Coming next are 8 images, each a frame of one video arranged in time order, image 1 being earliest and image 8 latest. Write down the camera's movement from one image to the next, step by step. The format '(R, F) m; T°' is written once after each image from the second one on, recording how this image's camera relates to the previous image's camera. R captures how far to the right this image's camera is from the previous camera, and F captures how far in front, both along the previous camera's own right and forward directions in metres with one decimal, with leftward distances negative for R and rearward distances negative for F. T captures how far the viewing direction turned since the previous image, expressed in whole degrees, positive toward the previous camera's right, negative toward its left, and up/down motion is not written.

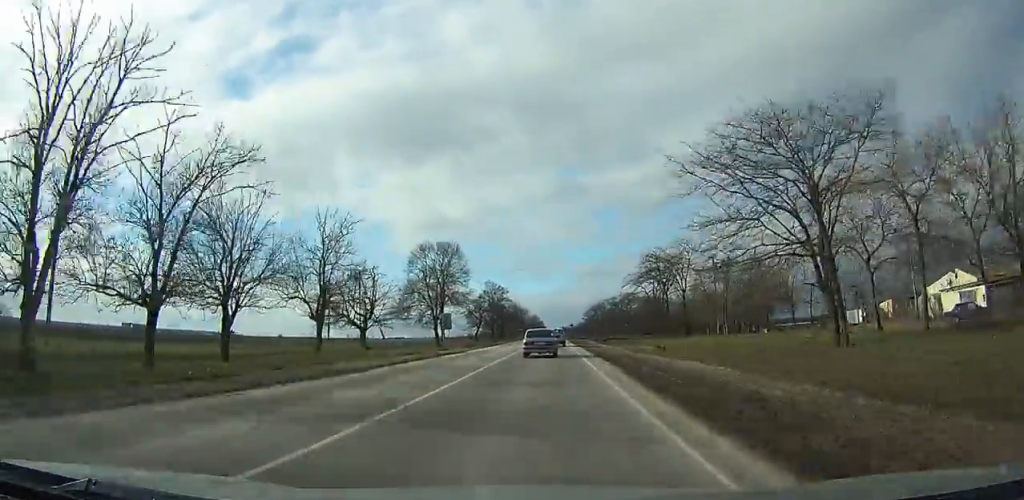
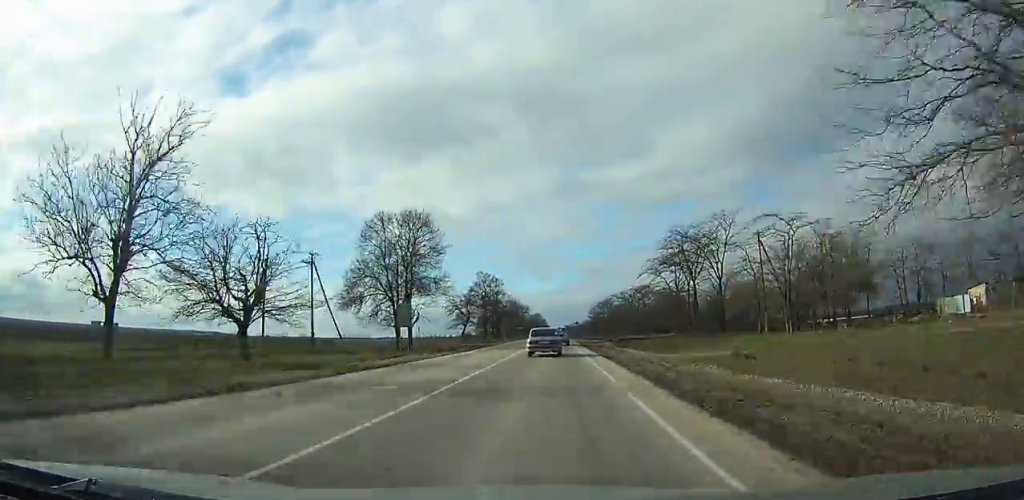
(0.0, +18.5) m; 0°
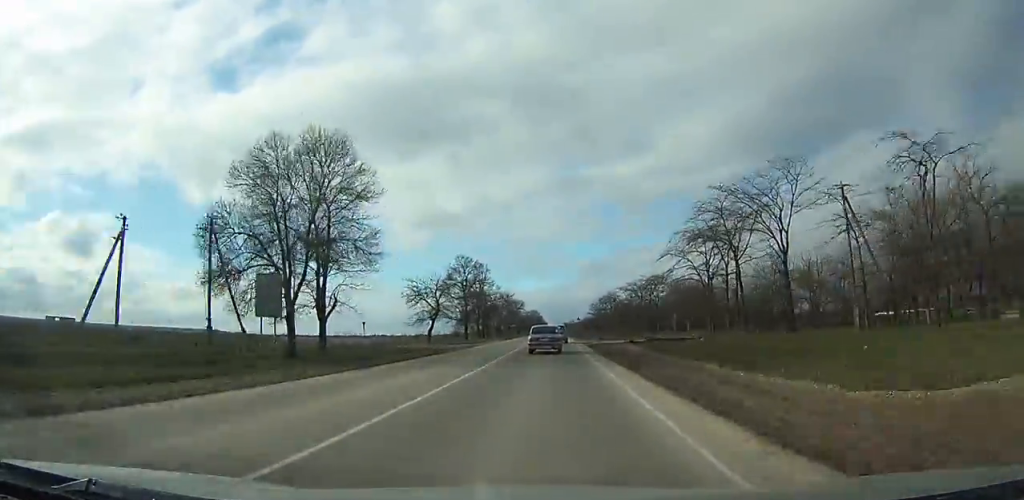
(0.0, +21.4) m; 0°
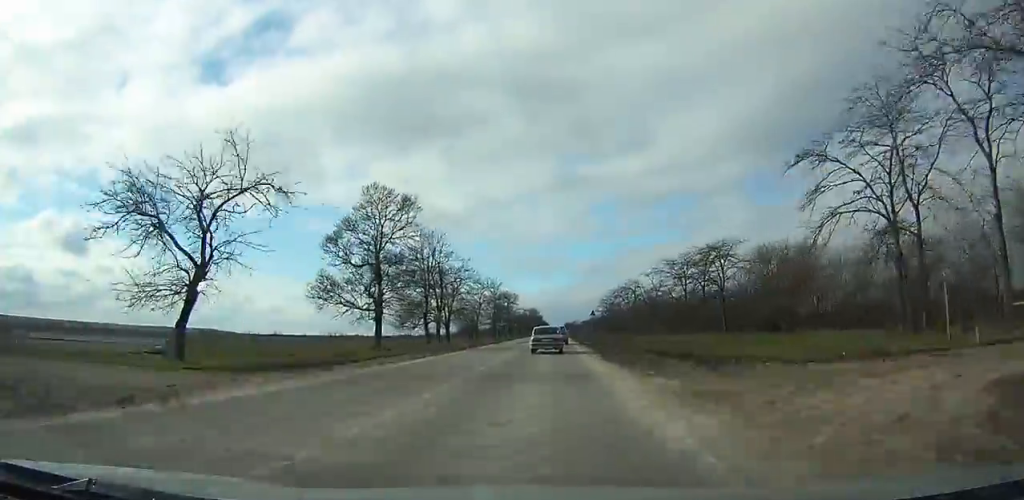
(0.0, +45.7) m; 0°
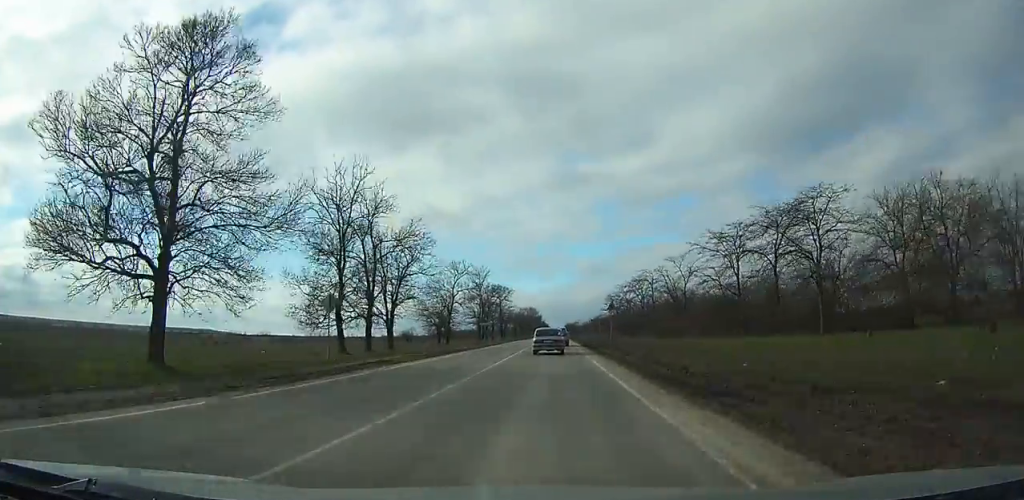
(0.0, +27.2) m; 0°
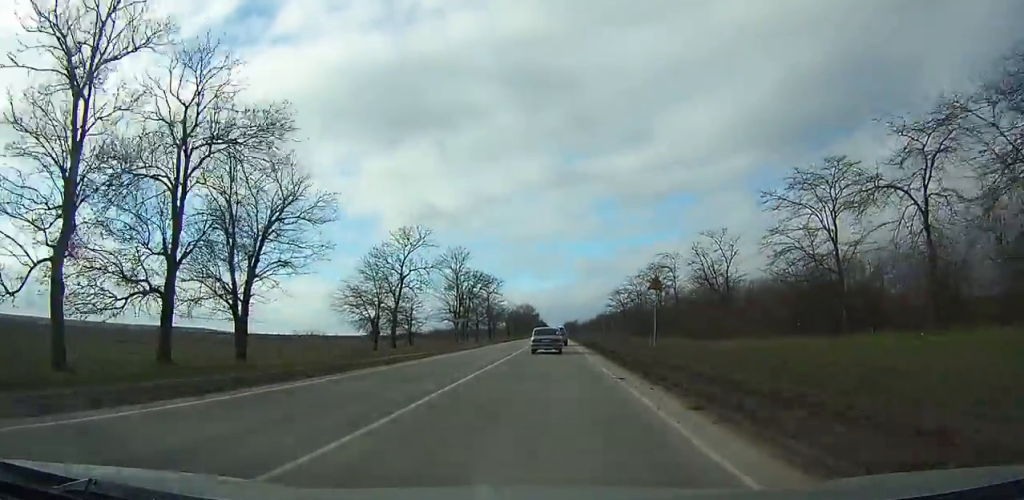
(0.0, +24.4) m; 0°
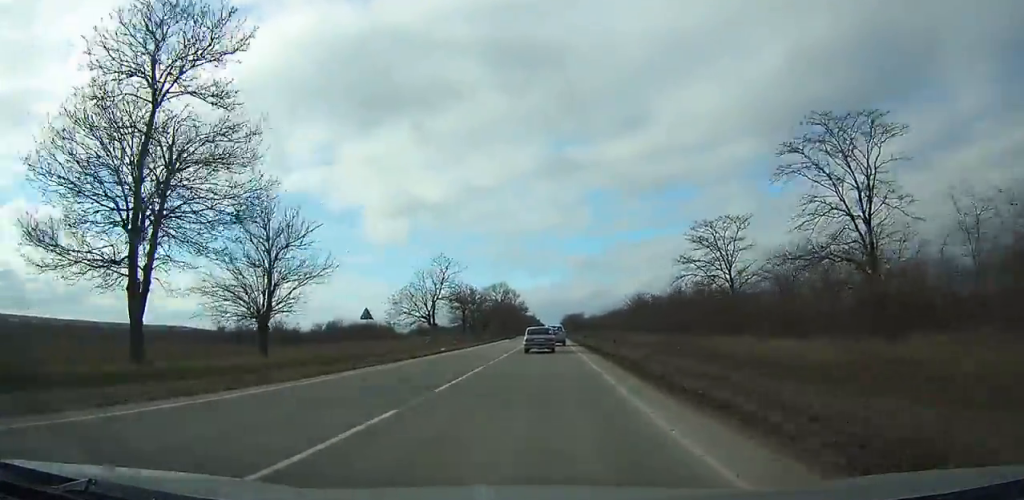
(+0.2, +107.4) m; 0°
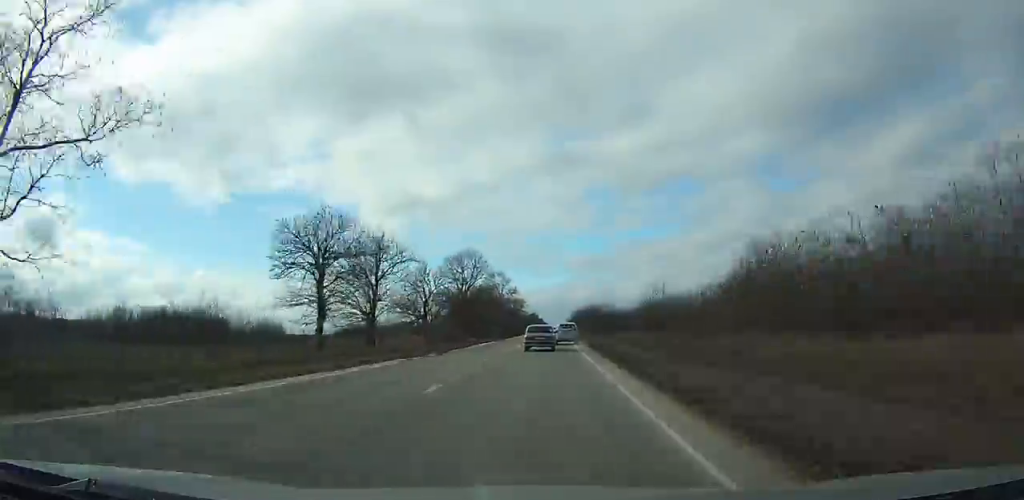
(+0.2, +62.3) m; 0°
